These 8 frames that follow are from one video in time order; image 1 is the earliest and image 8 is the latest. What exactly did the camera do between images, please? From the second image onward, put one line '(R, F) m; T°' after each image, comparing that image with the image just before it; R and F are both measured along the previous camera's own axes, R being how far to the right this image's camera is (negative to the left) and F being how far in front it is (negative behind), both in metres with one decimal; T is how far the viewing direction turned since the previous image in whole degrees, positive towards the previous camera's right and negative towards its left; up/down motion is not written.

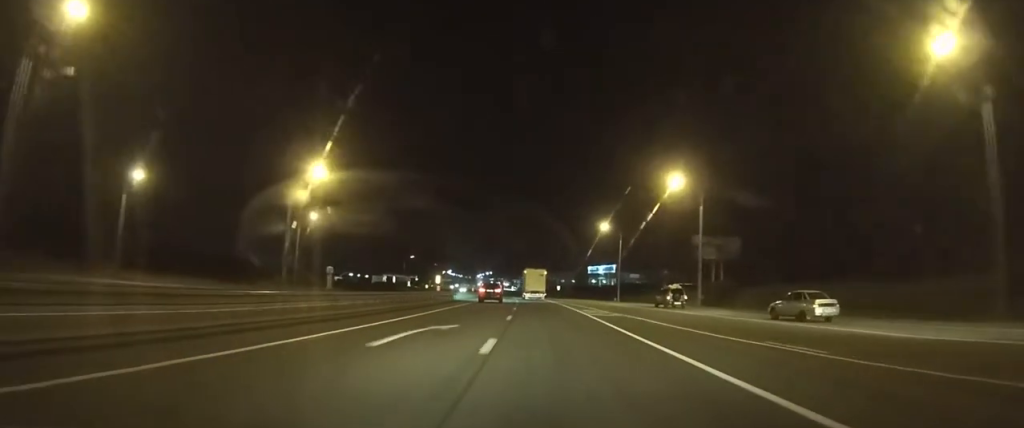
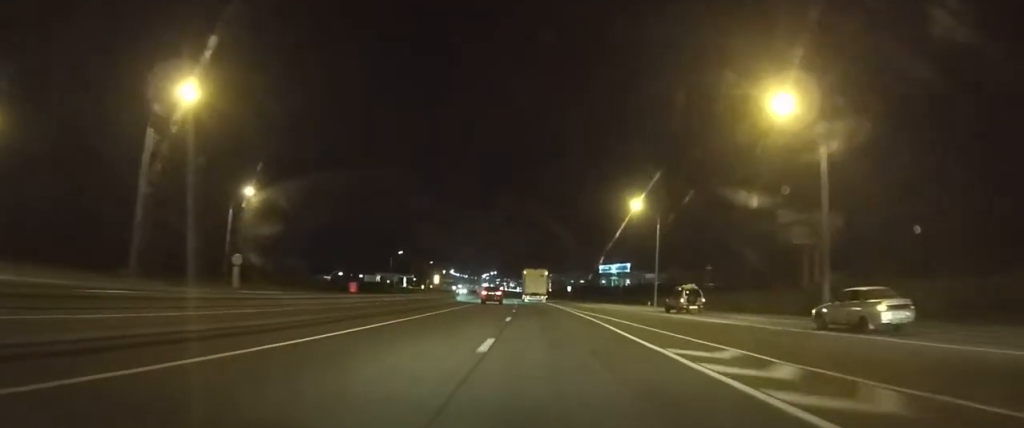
(-0.1, +26.3) m; -1°
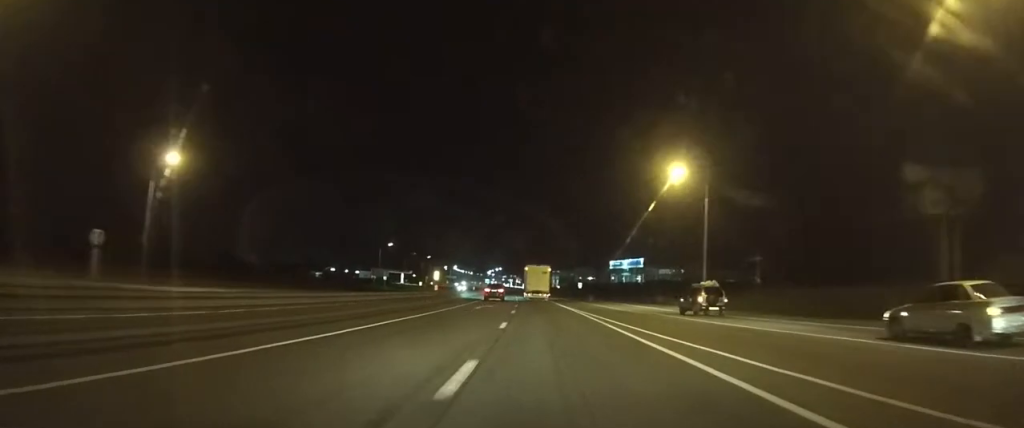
(-0.1, +19.7) m; -1°
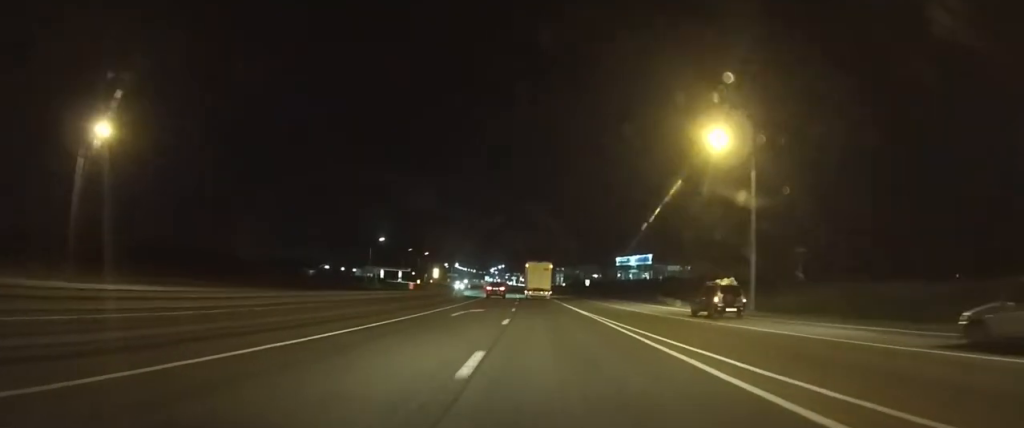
(+0.1, +12.2) m; -1°
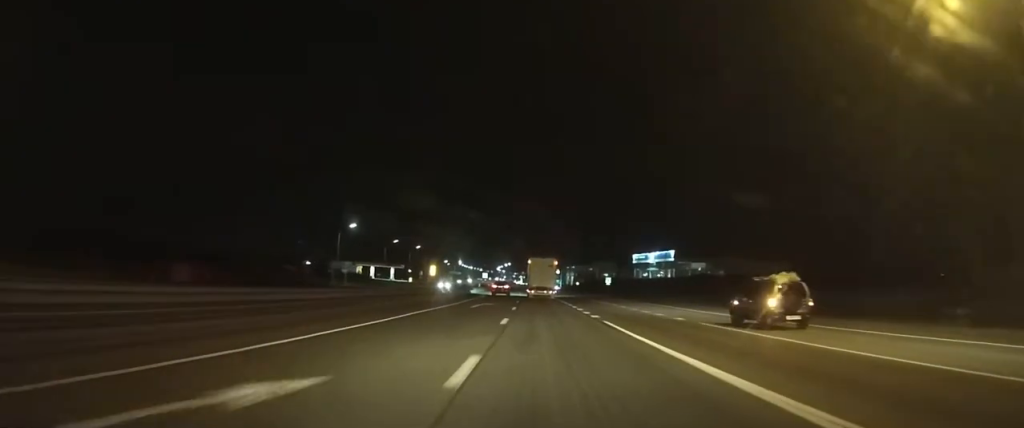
(-0.7, +27.8) m; -2°
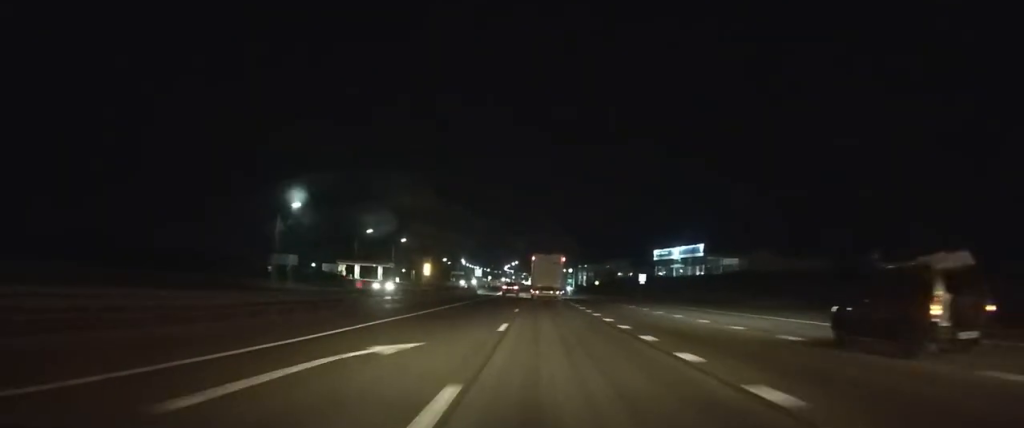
(-0.1, +29.1) m; 0°
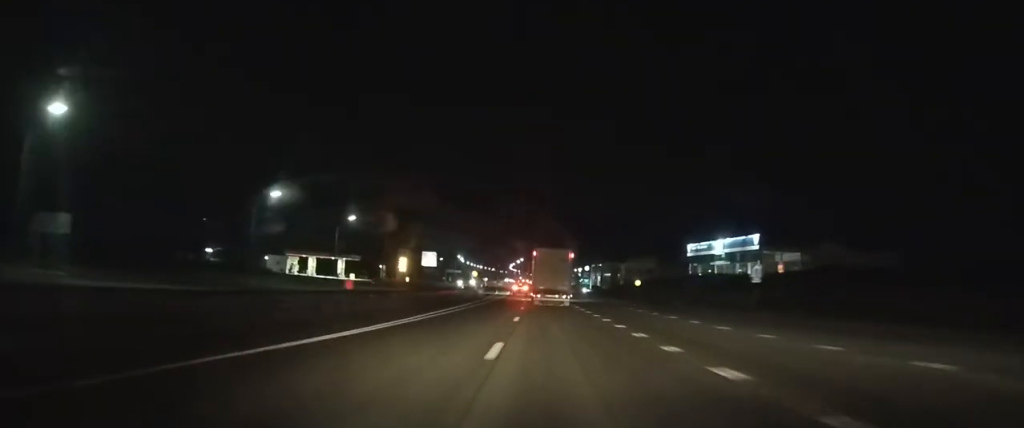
(0.0, +42.1) m; 0°
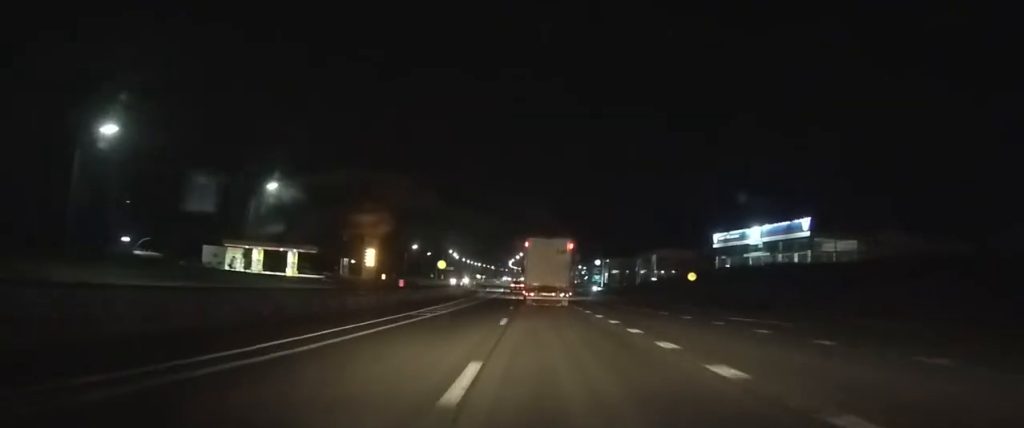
(0.0, +27.8) m; 0°
